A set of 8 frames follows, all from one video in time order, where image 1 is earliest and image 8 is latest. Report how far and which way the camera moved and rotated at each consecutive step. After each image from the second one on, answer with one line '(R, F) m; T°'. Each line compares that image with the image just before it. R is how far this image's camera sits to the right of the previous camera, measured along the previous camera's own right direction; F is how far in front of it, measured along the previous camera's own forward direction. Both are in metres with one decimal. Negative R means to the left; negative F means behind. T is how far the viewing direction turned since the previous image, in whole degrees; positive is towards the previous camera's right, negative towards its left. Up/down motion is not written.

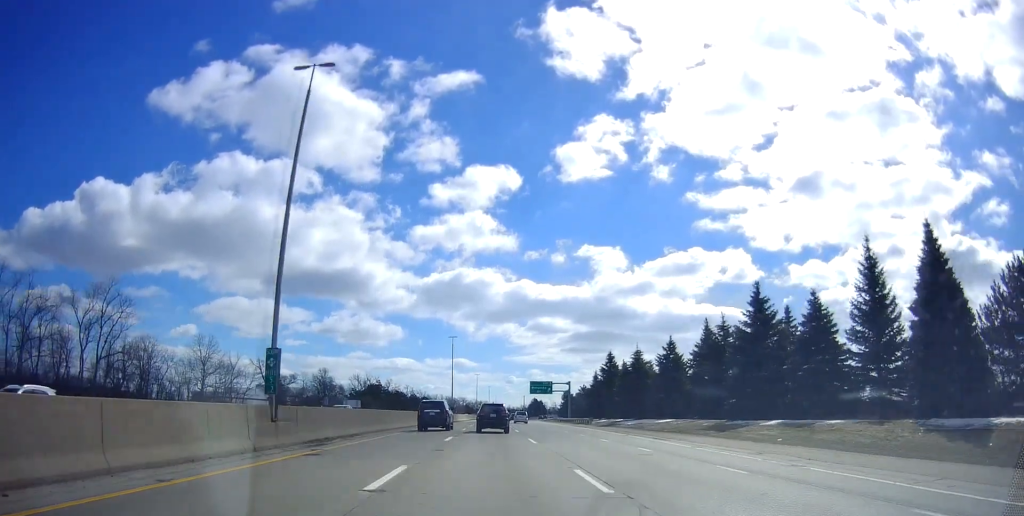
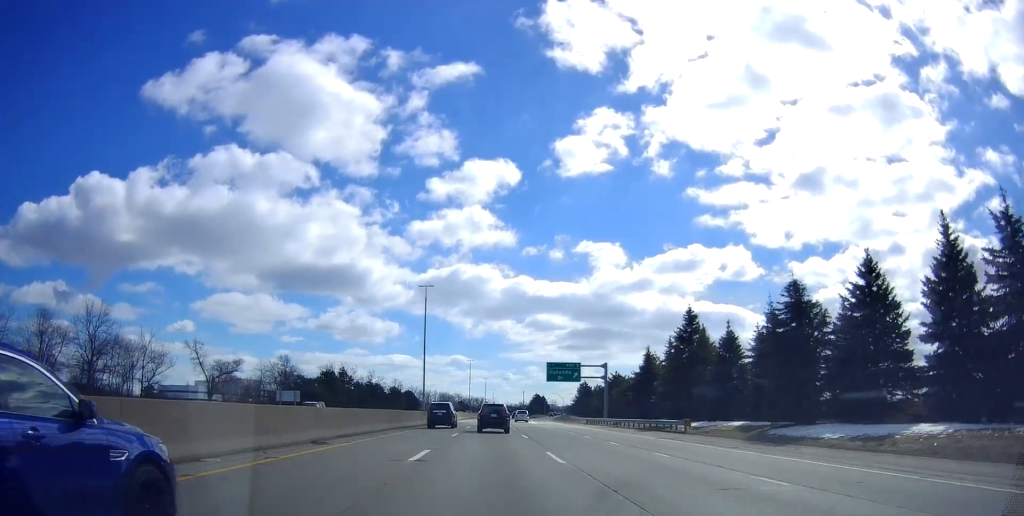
(+0.4, +39.7) m; +1°
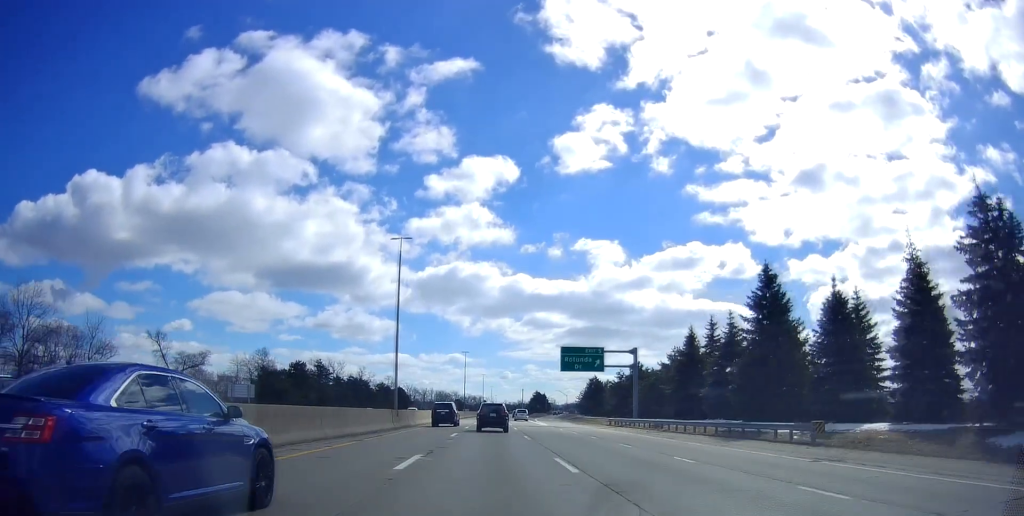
(0.0, +17.3) m; 0°
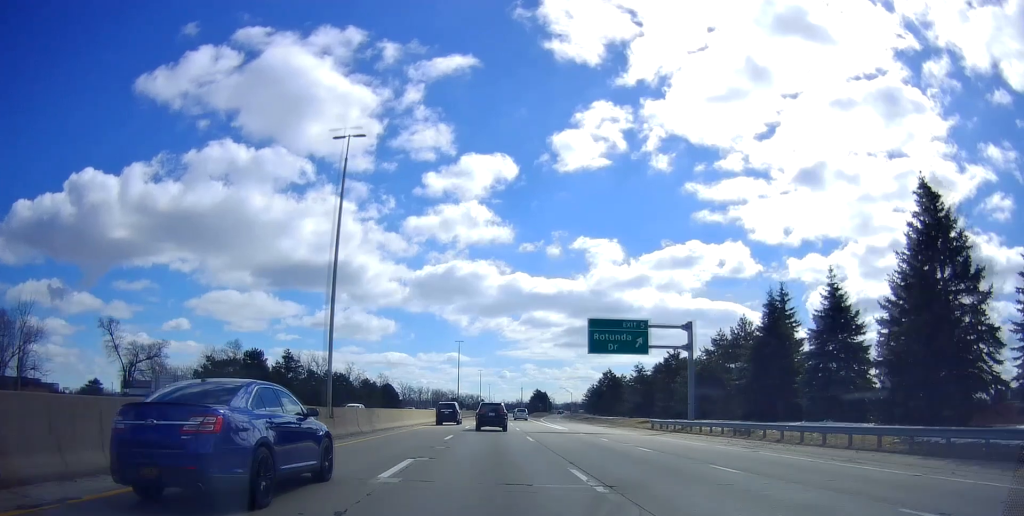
(0.0, +18.3) m; +1°
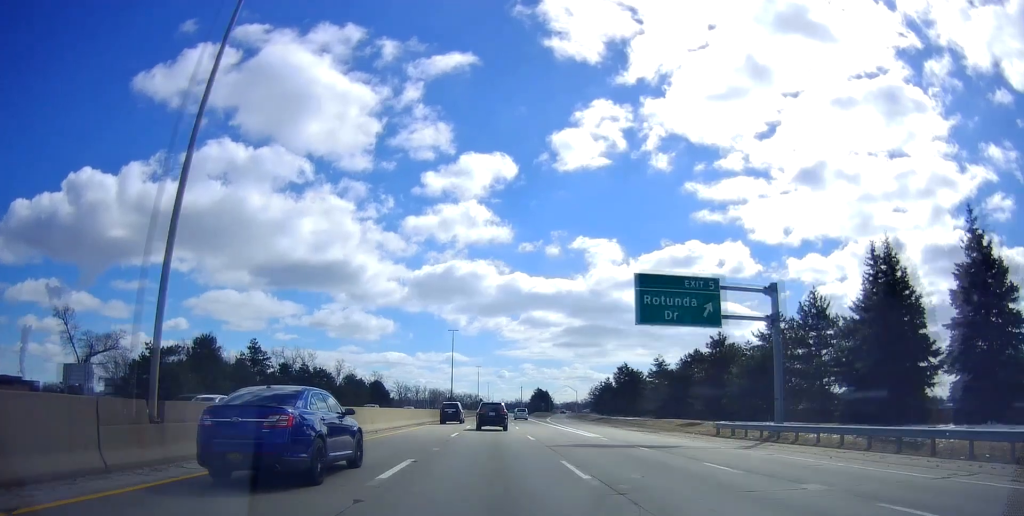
(-0.2, +14.7) m; +1°
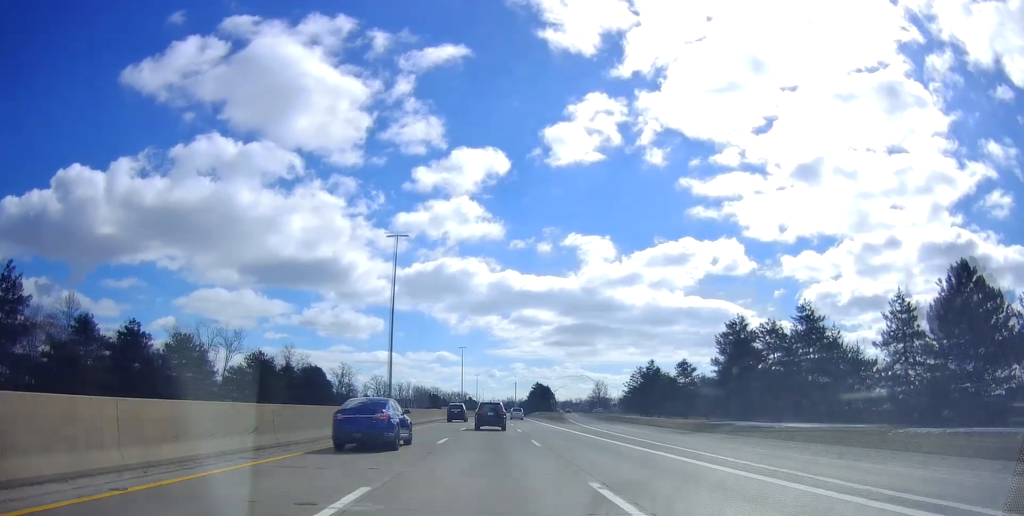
(-0.9, +51.4) m; -2°
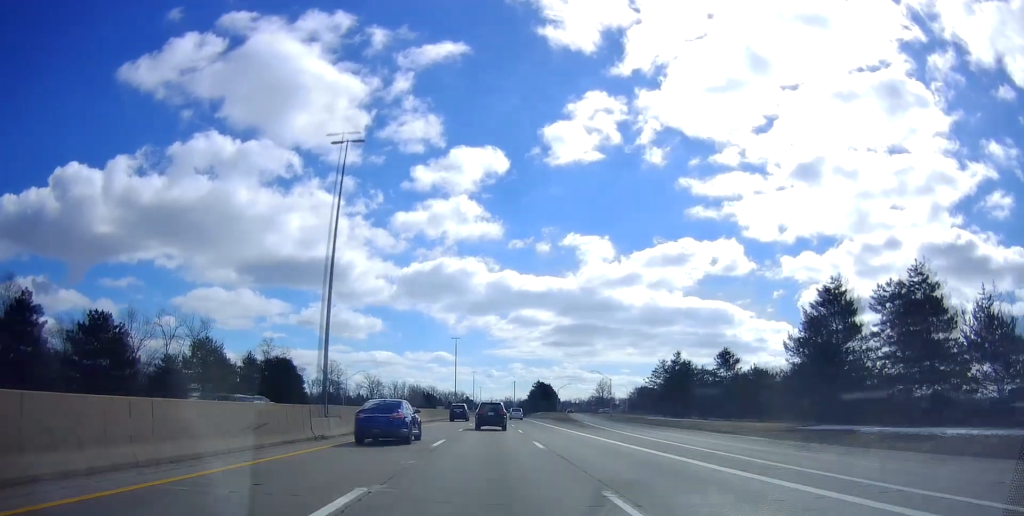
(+0.3, +16.5) m; +1°
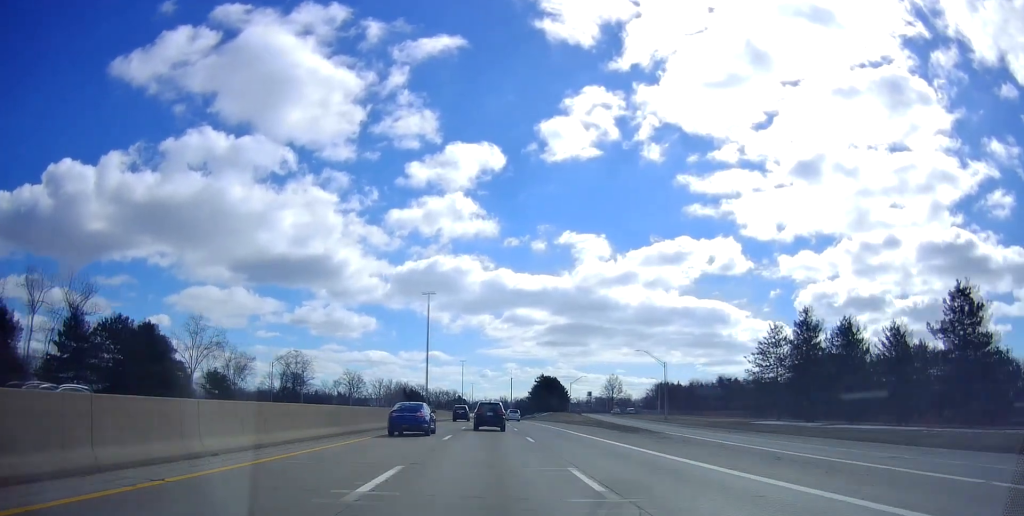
(+0.7, +41.4) m; +2°
